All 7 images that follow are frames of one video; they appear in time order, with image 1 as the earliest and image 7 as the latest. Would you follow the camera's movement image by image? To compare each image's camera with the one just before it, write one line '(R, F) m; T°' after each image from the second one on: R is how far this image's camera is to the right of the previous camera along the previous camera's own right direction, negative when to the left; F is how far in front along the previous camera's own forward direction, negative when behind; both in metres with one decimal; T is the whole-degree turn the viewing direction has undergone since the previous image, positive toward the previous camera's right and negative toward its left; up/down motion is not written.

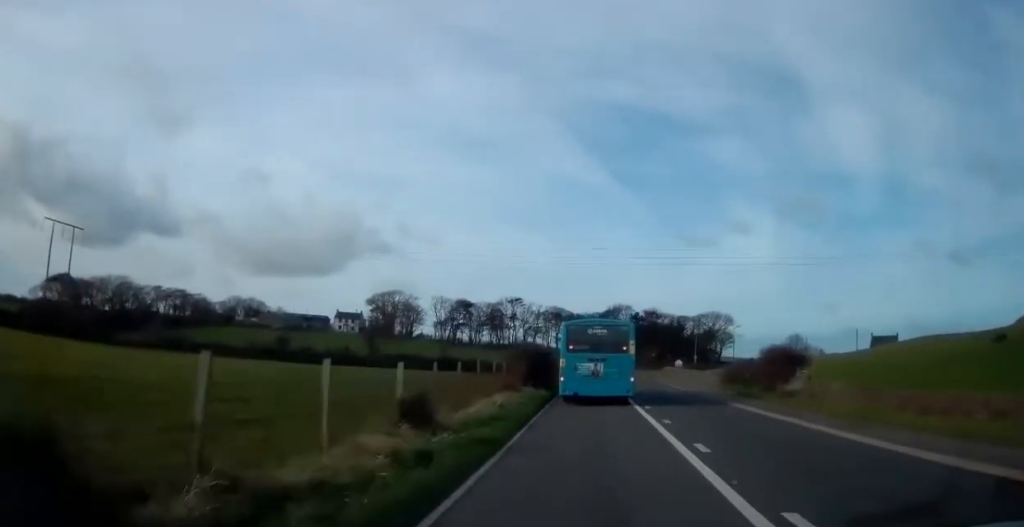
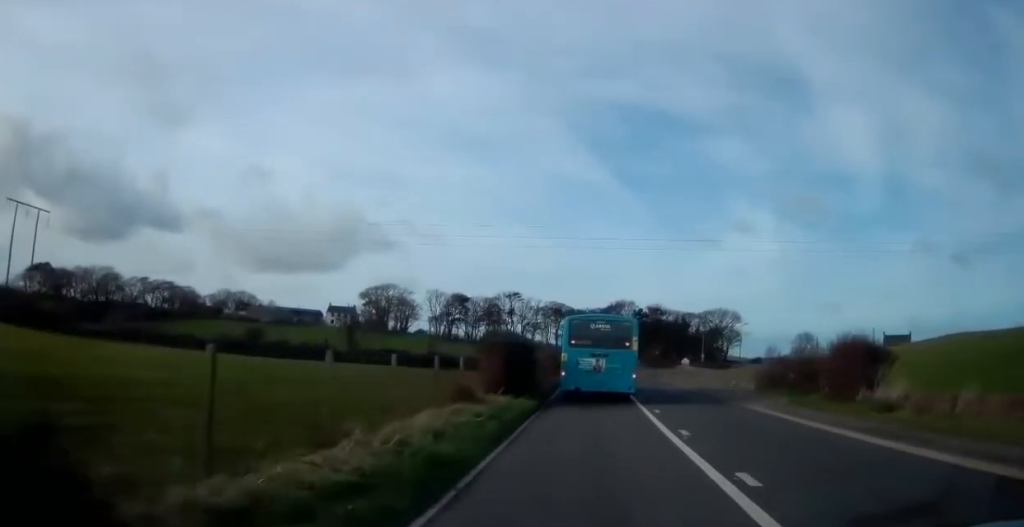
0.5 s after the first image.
(-0.3, +9.4) m; -1°
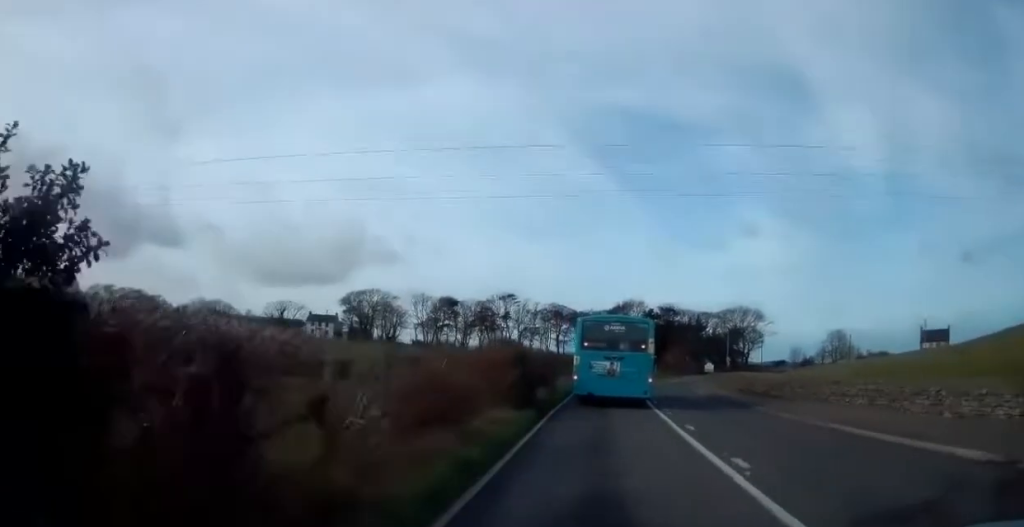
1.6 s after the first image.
(-0.3, +22.3) m; 0°
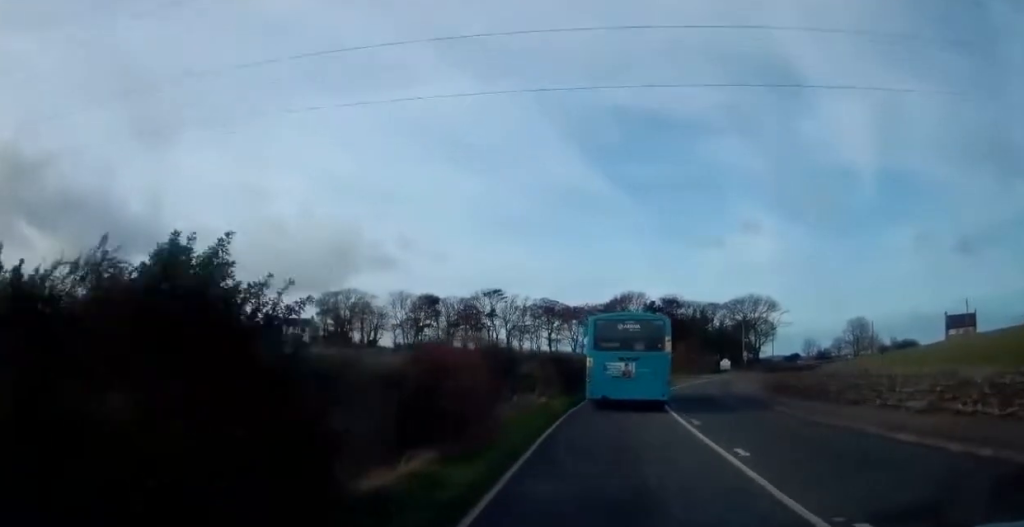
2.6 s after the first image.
(+0.1, +17.2) m; +1°
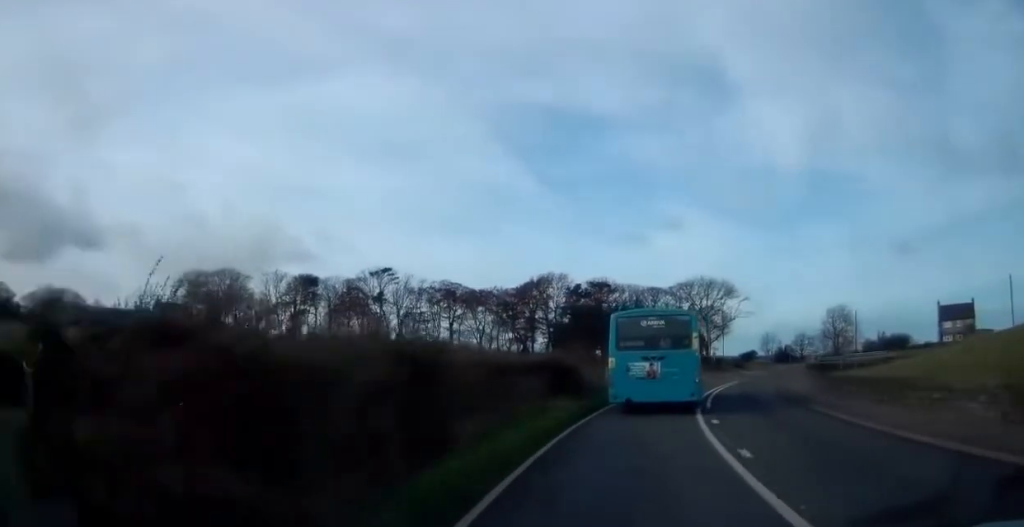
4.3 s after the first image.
(+0.3, +30.9) m; +3°
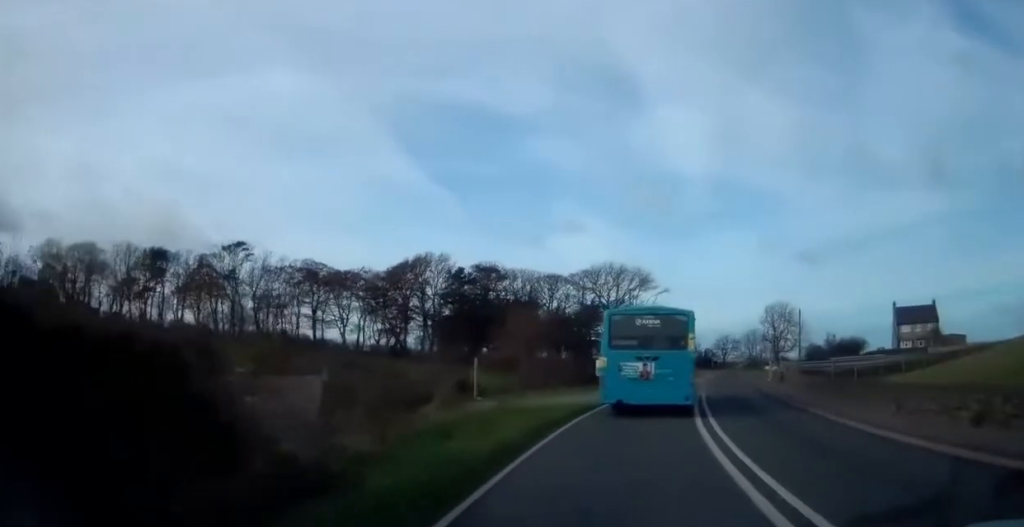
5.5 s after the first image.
(+1.0, +21.4) m; +6°
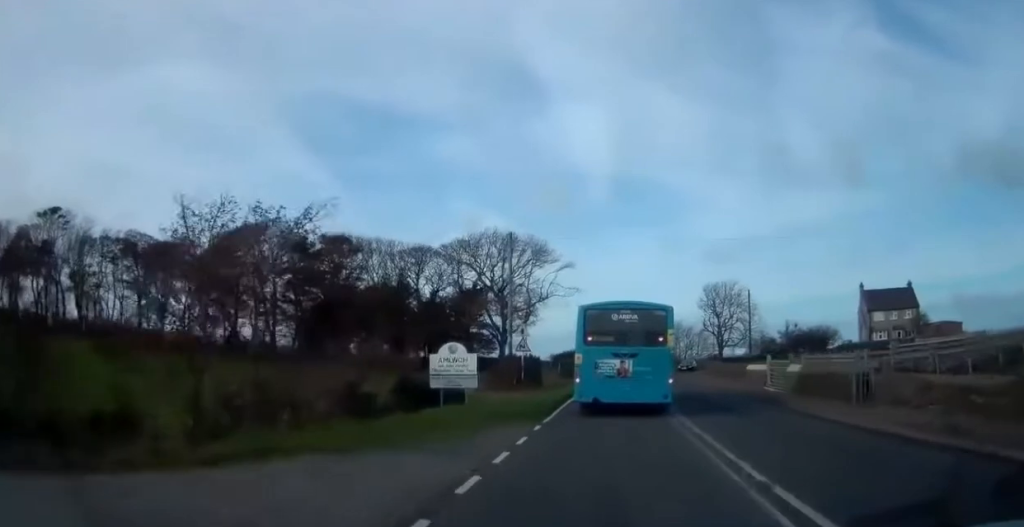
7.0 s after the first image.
(+1.6, +25.2) m; +11°
